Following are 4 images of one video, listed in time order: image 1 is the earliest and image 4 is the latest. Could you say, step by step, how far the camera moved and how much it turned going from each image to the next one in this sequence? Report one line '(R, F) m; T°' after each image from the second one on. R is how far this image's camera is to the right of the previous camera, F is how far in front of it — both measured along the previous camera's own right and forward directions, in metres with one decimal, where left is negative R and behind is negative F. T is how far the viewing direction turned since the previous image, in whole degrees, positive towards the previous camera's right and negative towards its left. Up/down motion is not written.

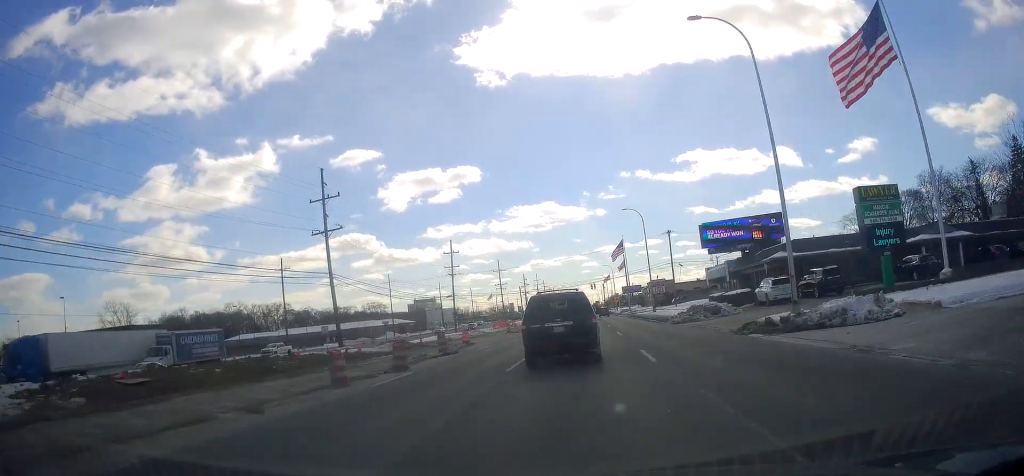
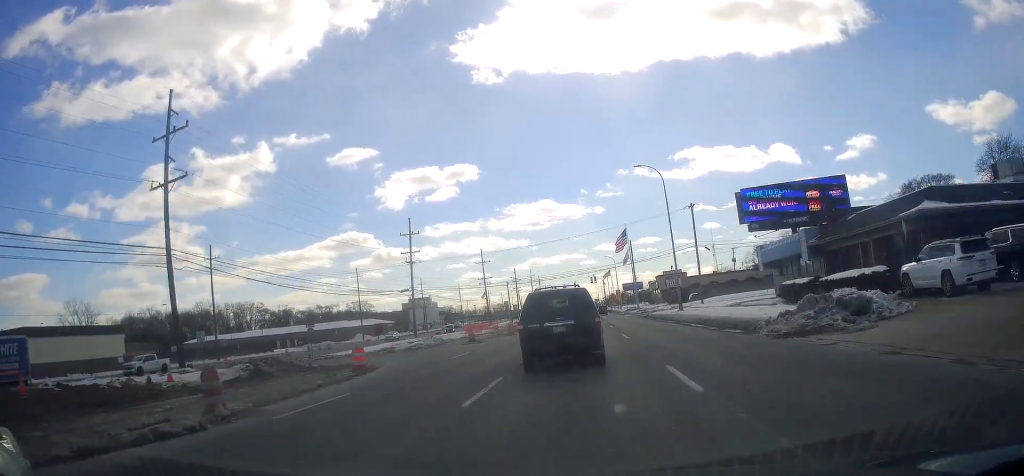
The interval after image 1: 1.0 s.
(+0.2, +20.7) m; -1°
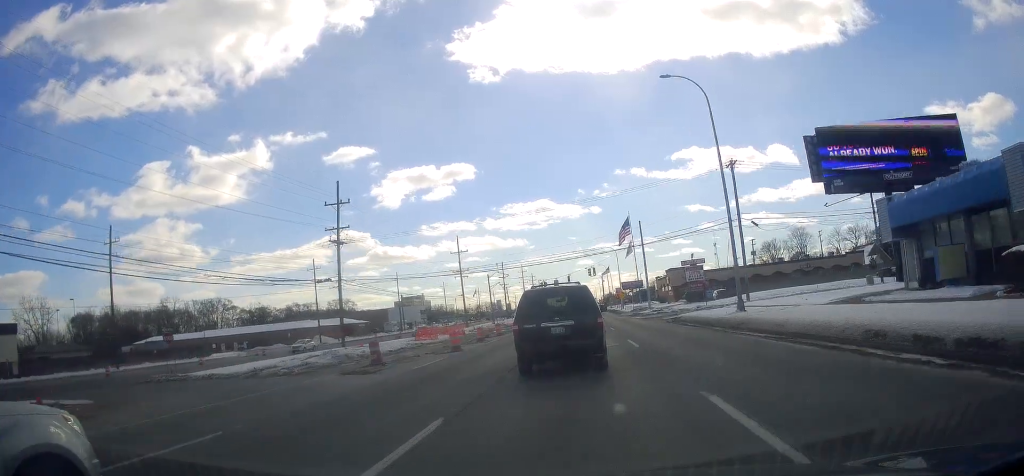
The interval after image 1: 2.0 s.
(-0.6, +20.1) m; -1°
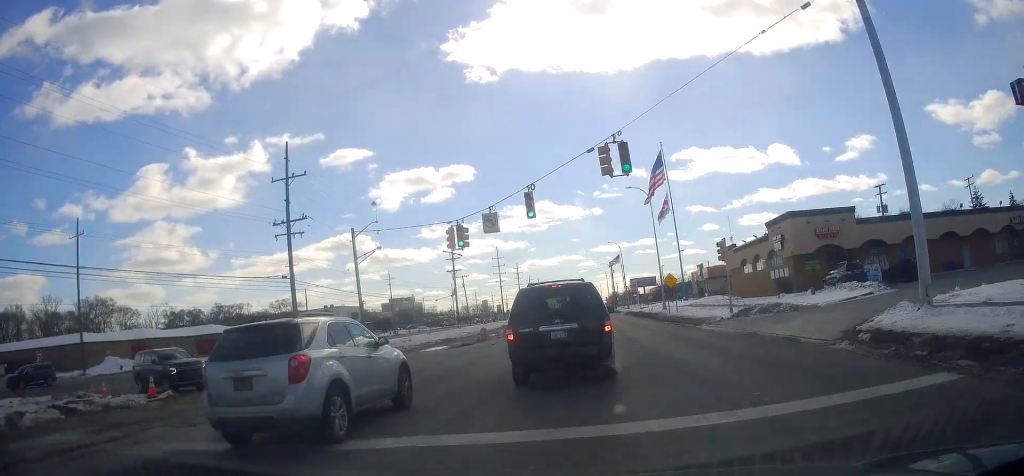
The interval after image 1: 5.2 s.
(+1.2, +59.3) m; +1°
